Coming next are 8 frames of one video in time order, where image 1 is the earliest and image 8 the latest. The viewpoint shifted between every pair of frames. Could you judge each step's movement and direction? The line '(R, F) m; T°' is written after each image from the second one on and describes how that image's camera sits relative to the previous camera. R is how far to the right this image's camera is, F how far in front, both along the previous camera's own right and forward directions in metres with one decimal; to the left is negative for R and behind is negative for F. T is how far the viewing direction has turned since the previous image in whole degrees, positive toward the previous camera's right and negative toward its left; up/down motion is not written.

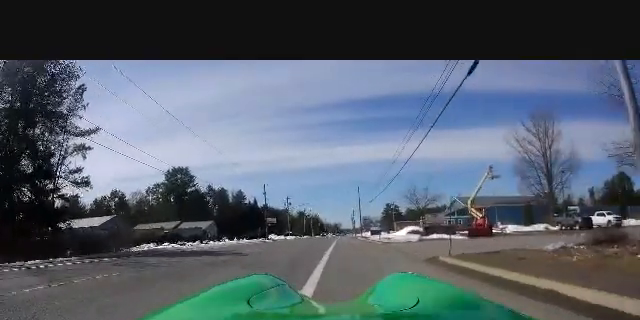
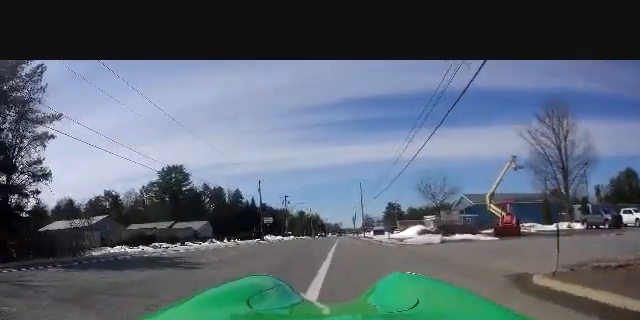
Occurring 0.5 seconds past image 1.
(+0.1, +5.0) m; 0°
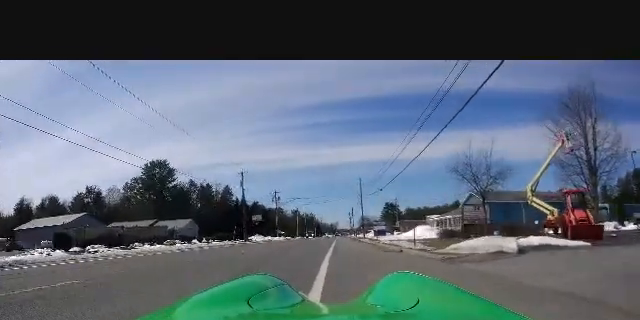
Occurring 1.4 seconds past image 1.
(-0.5, +9.0) m; 0°
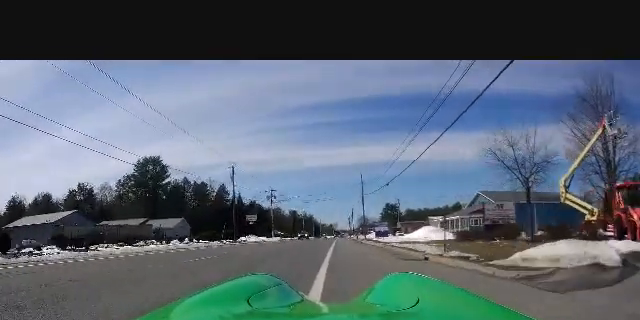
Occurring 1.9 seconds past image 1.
(+0.3, +4.6) m; +1°
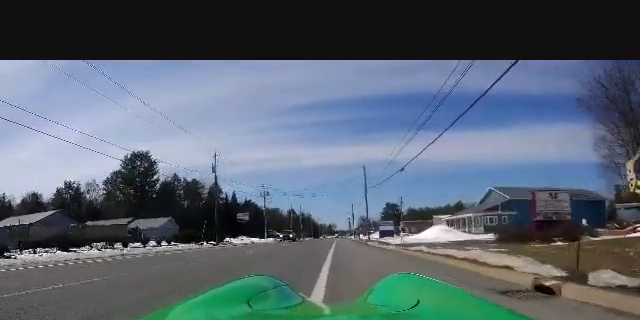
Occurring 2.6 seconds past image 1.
(+0.2, +6.9) m; 0°
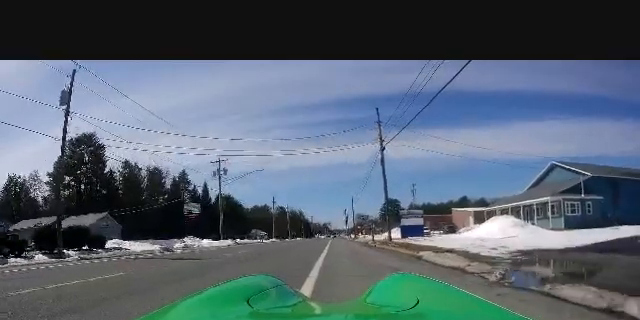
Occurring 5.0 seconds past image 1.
(-0.9, +23.7) m; -2°
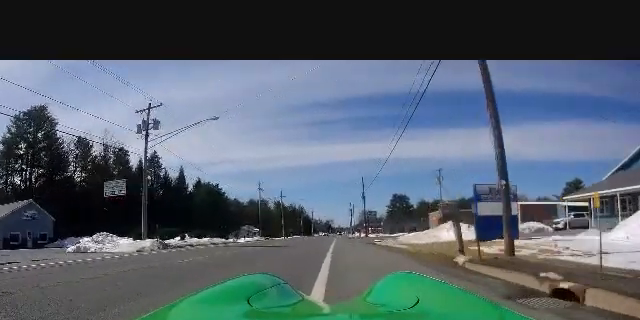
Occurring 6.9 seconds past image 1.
(+1.0, +19.1) m; +4°
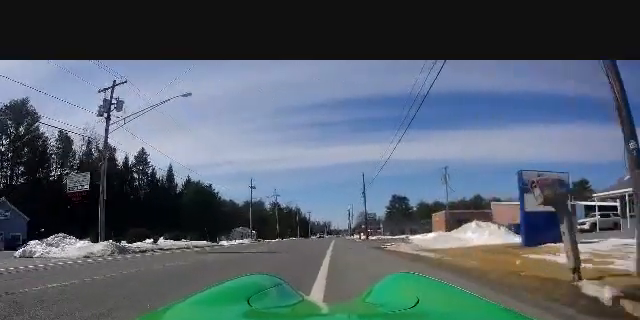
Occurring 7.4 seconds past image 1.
(0.0, +5.0) m; -1°
